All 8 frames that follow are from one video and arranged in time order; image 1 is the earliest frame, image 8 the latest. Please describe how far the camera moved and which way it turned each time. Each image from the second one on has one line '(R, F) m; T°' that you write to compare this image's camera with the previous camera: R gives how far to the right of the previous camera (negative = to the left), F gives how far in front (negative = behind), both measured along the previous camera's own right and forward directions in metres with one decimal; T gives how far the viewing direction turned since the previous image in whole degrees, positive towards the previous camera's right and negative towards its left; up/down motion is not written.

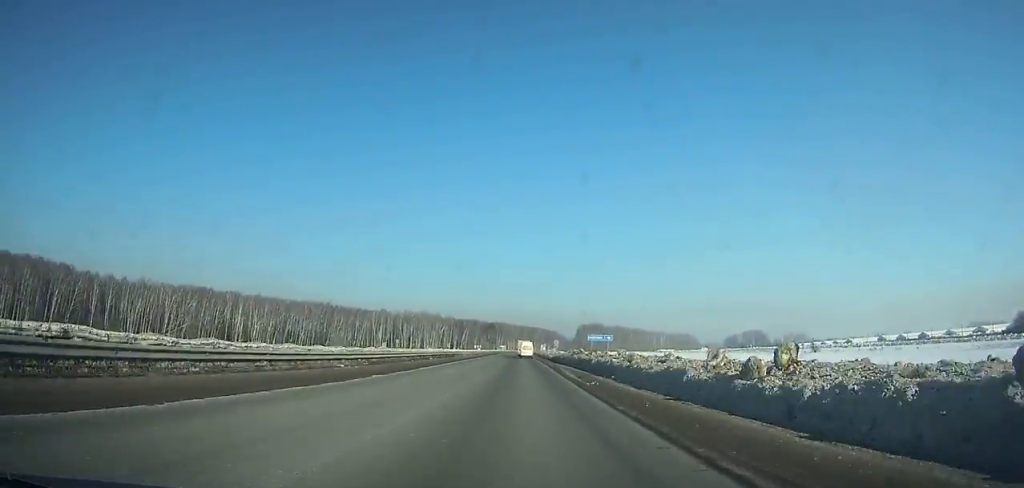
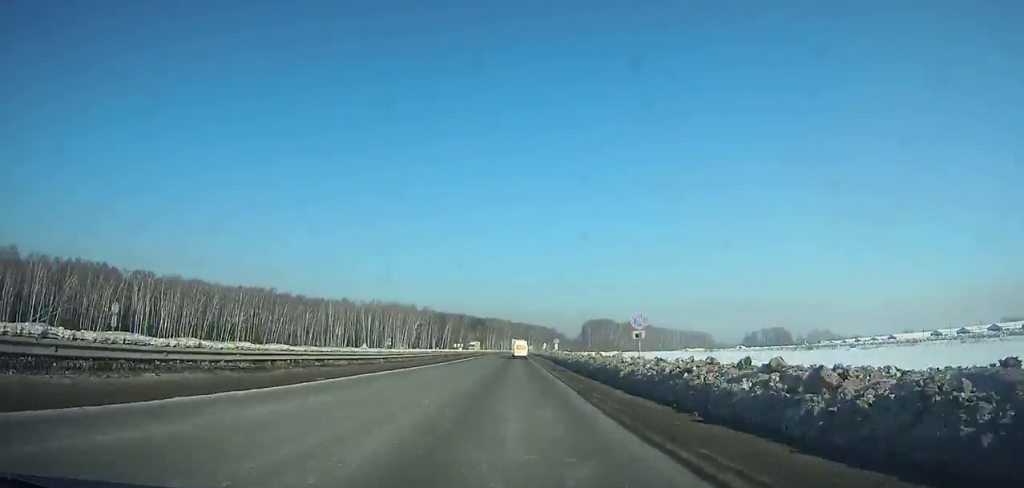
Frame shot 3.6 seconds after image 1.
(+0.3, +81.2) m; 0°
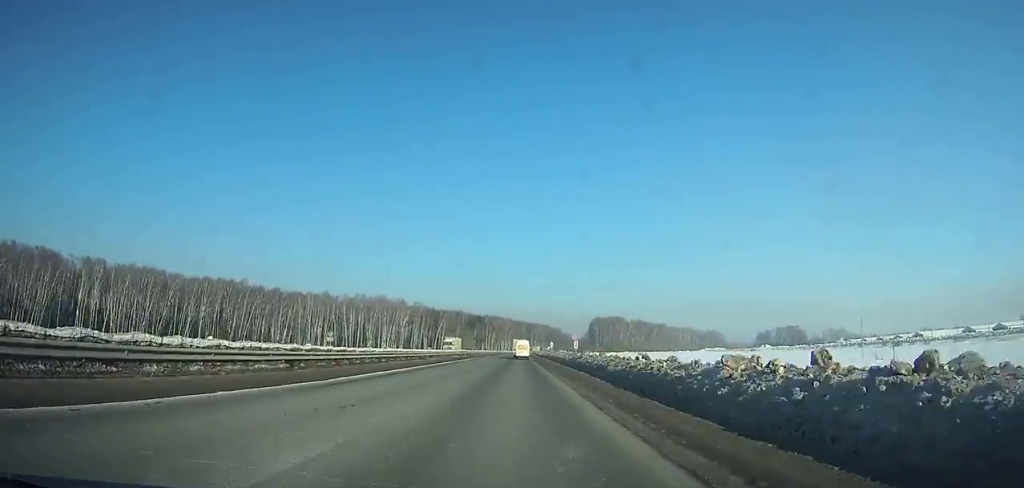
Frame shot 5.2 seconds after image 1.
(0.0, +35.9) m; 0°
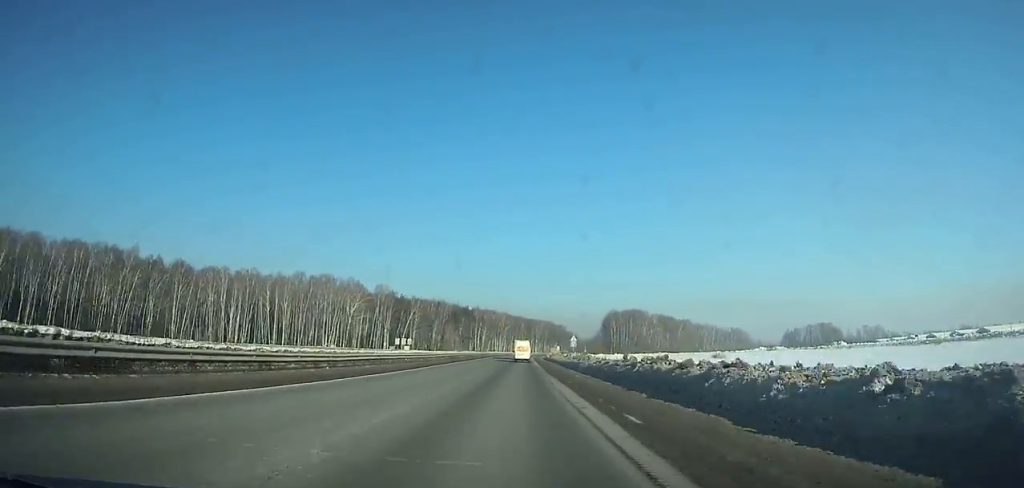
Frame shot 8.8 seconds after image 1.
(-0.3, +80.3) m; 0°
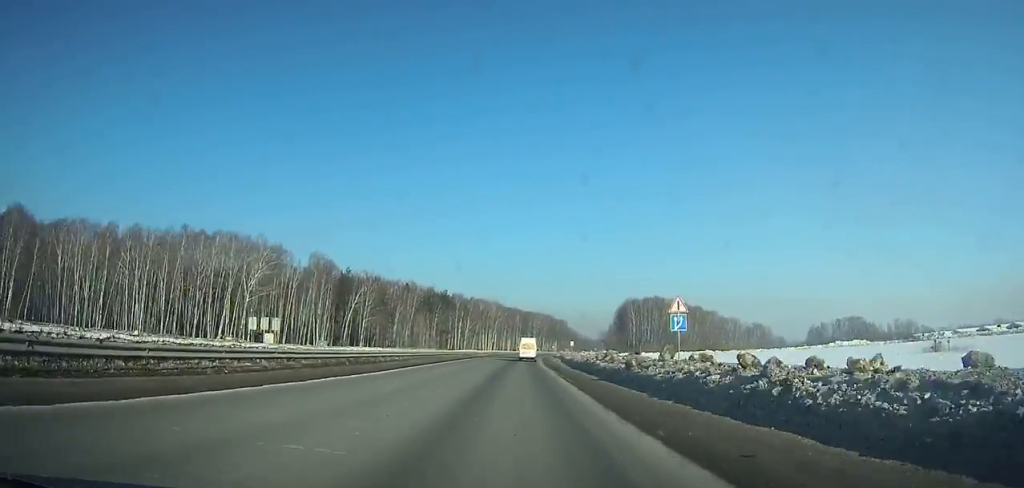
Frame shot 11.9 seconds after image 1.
(+0.1, +68.7) m; +3°
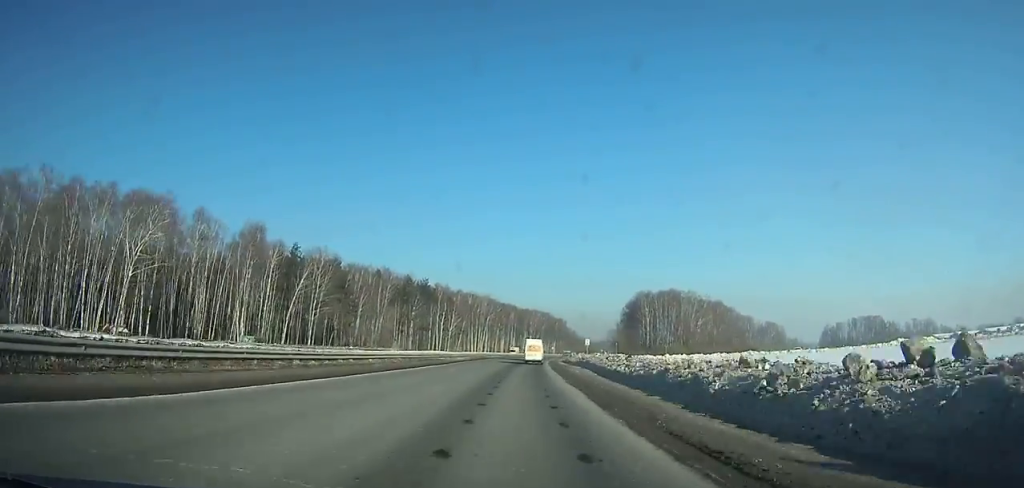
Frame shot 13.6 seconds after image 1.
(-0.1, +37.5) m; +2°
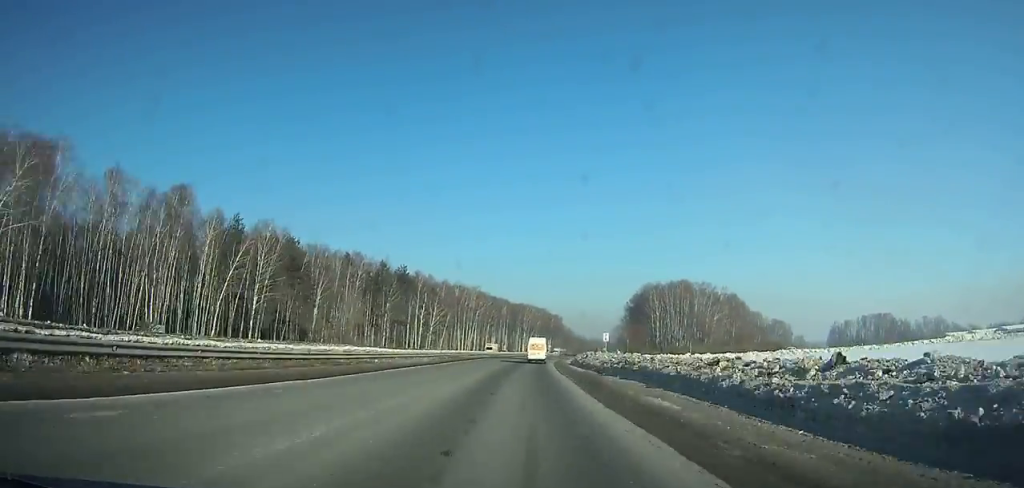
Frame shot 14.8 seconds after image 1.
(+2.2, +26.5) m; -1°
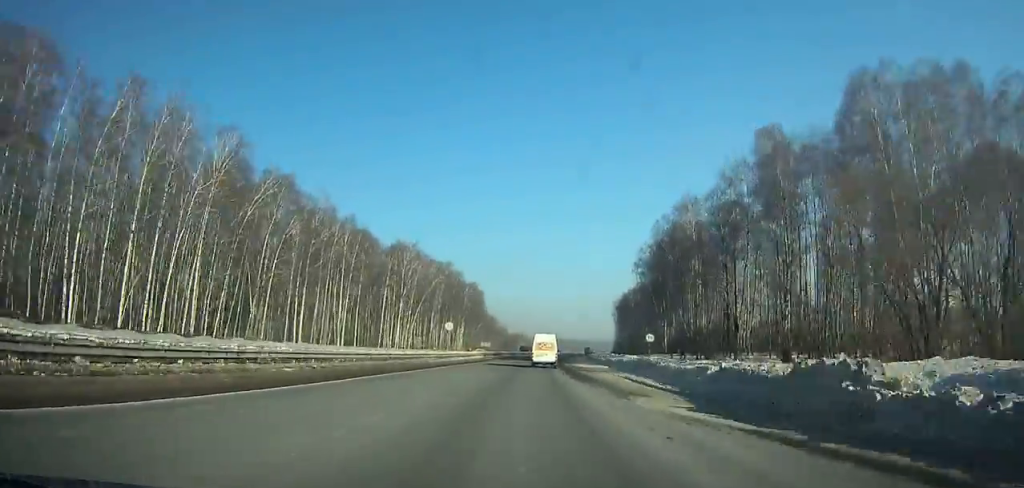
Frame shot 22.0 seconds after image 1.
(0.0, +161.3) m; +6°
